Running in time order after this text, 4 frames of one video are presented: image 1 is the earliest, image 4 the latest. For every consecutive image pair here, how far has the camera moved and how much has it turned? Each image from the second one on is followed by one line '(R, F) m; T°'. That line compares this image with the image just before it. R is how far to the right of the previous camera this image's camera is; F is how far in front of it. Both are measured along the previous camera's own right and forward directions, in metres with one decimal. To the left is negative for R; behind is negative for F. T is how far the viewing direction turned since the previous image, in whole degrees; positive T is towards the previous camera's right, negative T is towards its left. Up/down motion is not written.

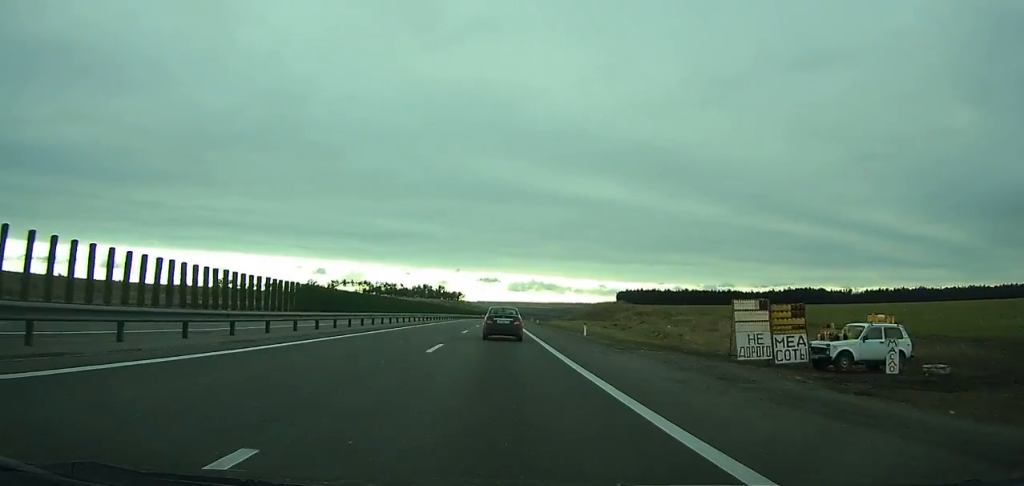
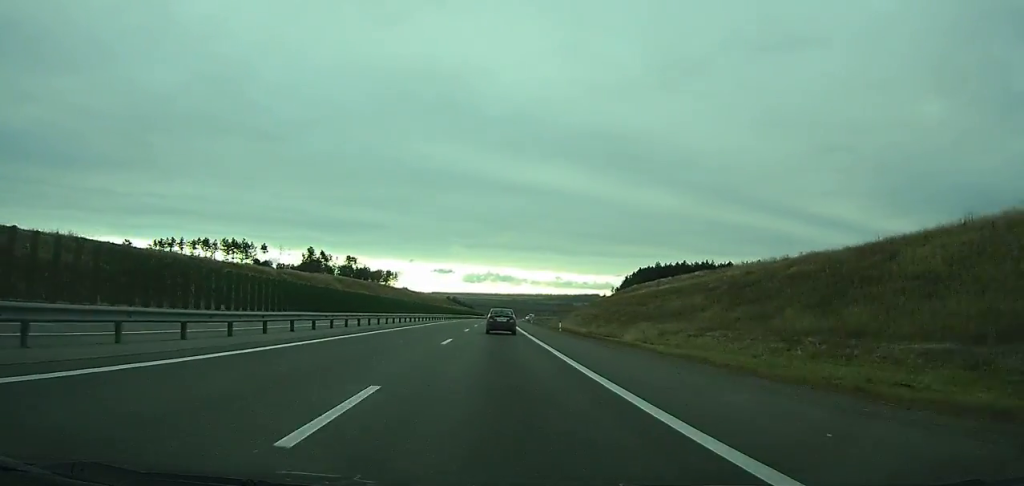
(+7.1, +200.2) m; +4°
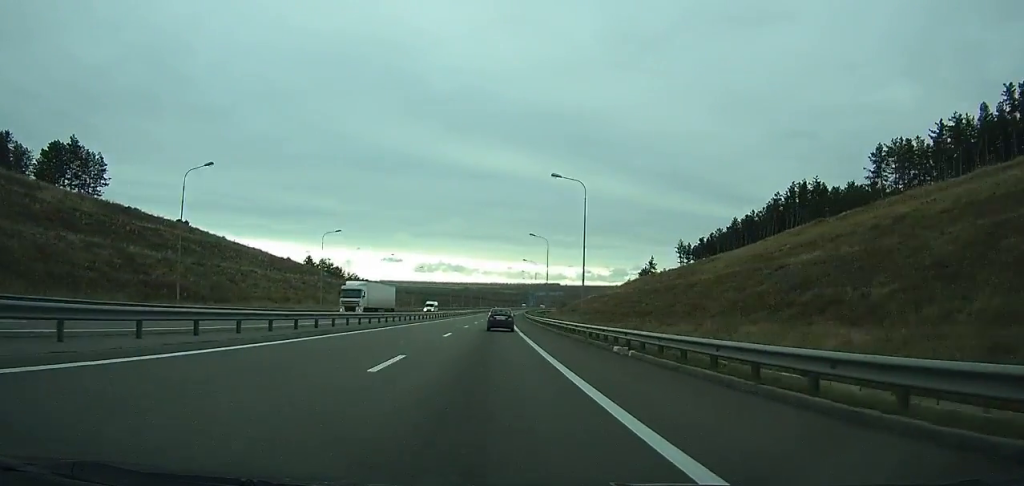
(+10.2, +244.4) m; +5°
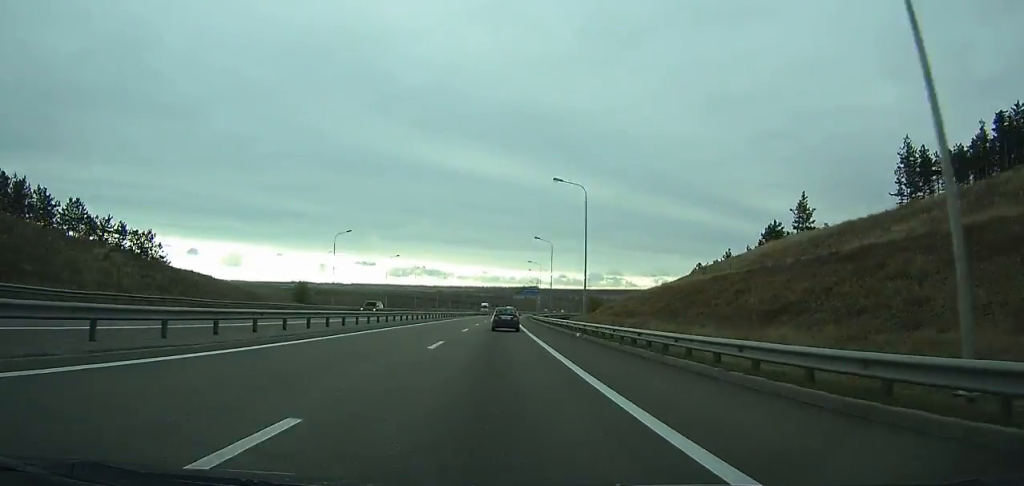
(+3.0, +129.8) m; +2°
